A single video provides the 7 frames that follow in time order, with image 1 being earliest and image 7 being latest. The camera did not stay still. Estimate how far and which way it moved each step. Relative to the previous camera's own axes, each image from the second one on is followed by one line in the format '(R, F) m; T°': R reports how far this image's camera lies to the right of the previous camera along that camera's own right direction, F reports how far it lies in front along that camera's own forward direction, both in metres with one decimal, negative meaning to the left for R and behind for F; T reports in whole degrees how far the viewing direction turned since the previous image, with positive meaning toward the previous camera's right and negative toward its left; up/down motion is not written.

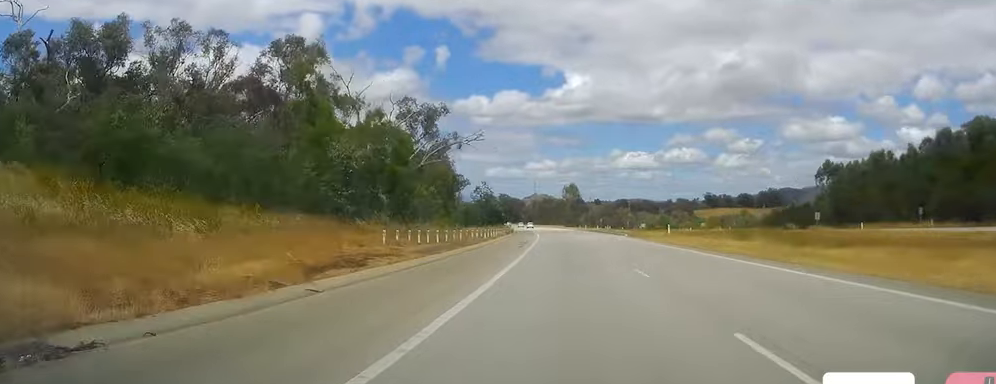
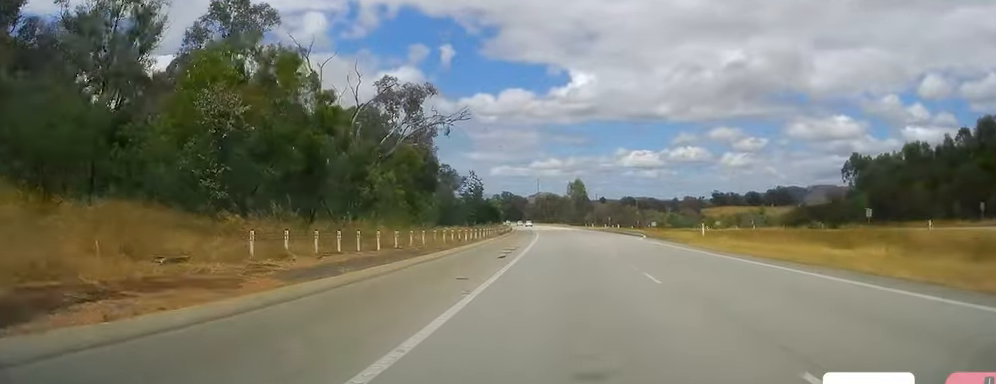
(+0.1, +14.7) m; 0°
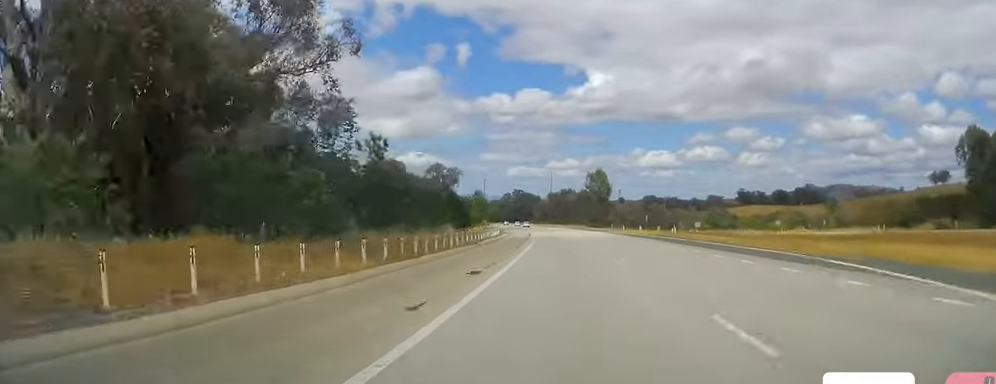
(0.0, +45.0) m; -2°
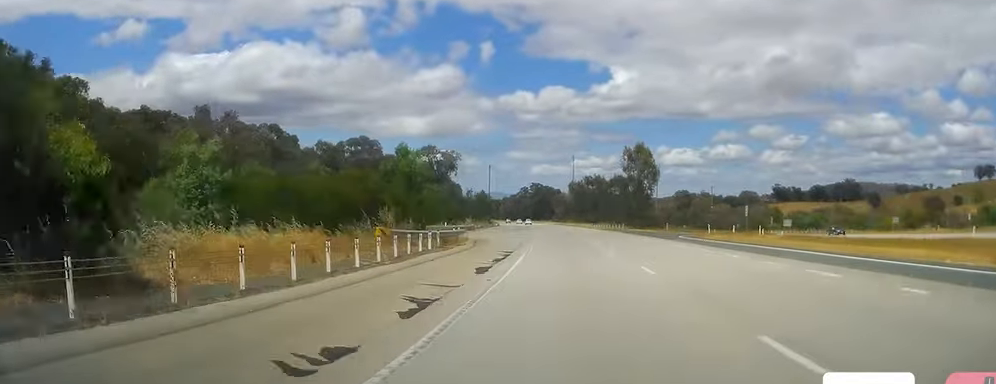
(-1.1, +50.5) m; -1°
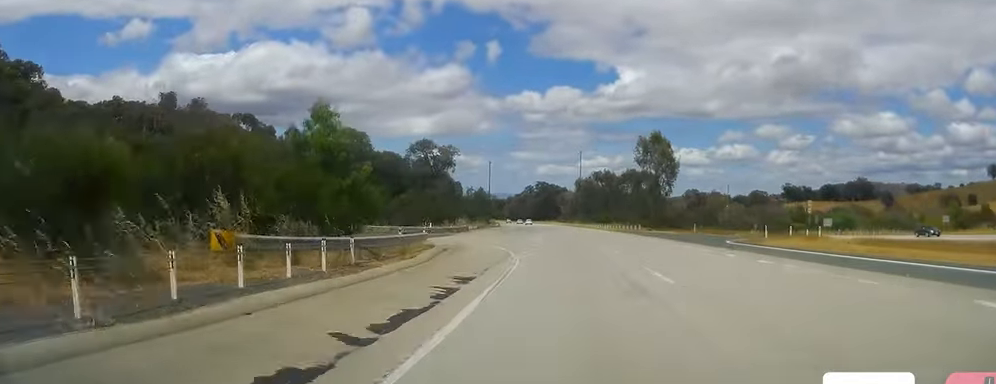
(+0.3, +14.5) m; 0°
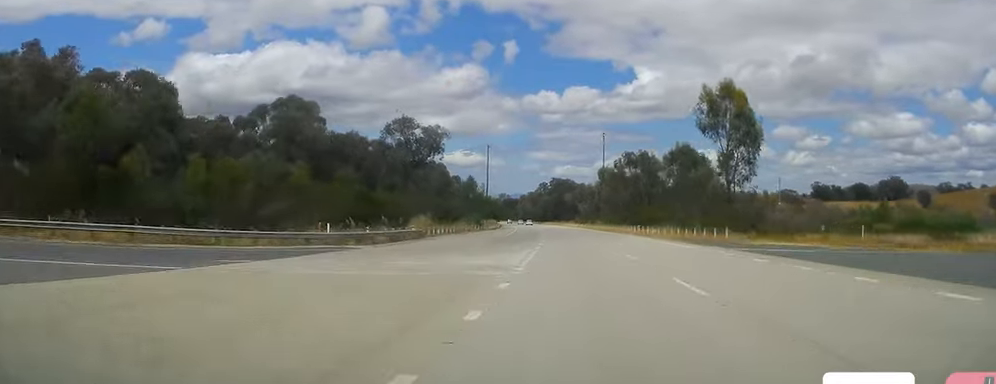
(-1.2, +38.5) m; -3°
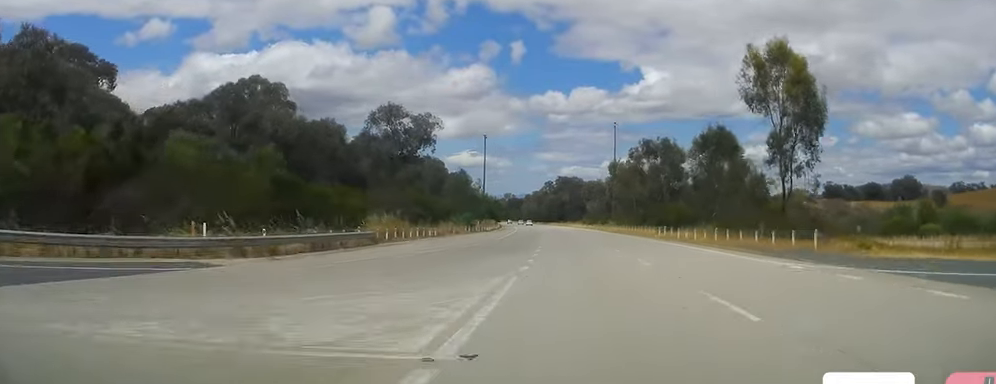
(-0.1, +15.4) m; -1°
